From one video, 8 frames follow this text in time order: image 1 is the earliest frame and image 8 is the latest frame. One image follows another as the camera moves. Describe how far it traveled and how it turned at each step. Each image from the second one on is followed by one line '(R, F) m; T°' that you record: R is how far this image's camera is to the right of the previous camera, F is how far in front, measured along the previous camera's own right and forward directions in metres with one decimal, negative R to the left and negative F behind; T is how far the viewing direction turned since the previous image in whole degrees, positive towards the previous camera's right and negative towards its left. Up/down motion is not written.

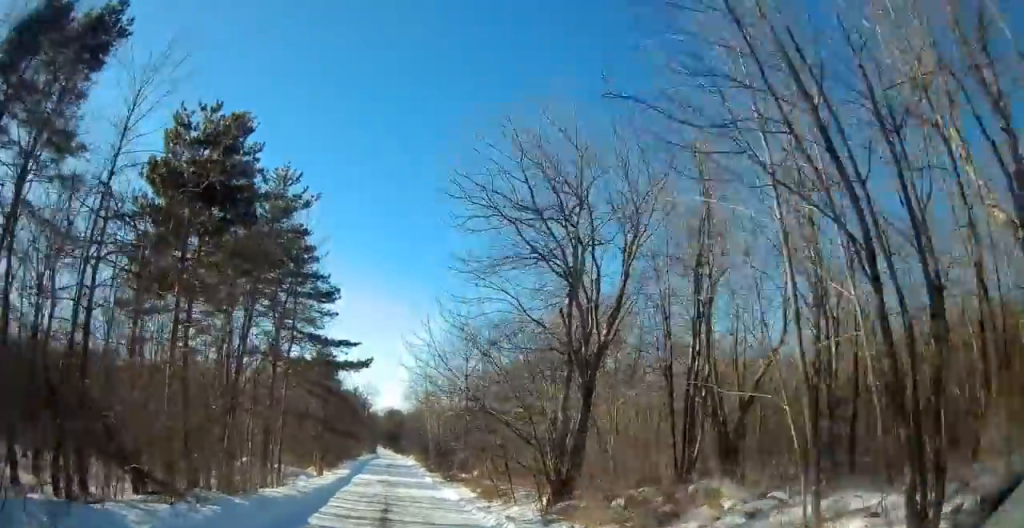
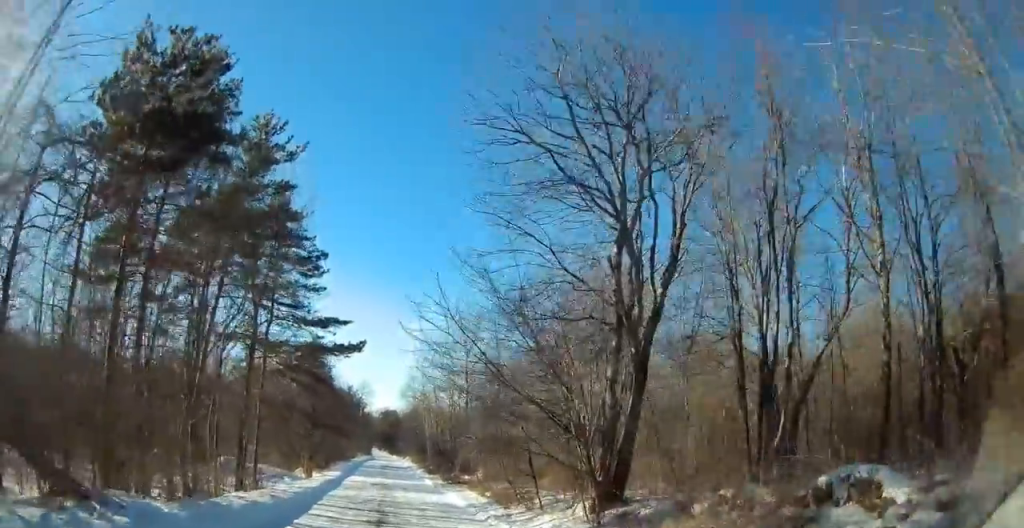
(0.0, +4.2) m; -1°
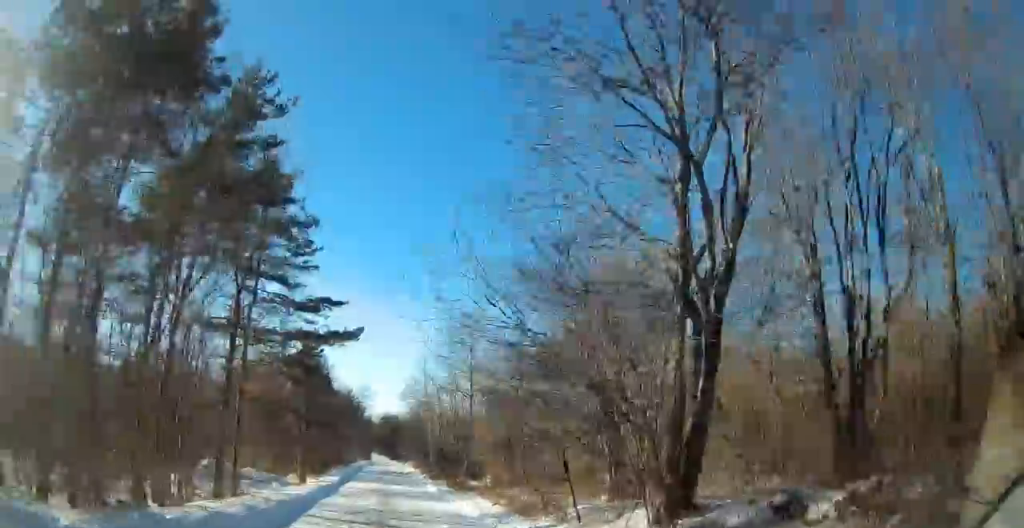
(+0.1, +3.3) m; -1°
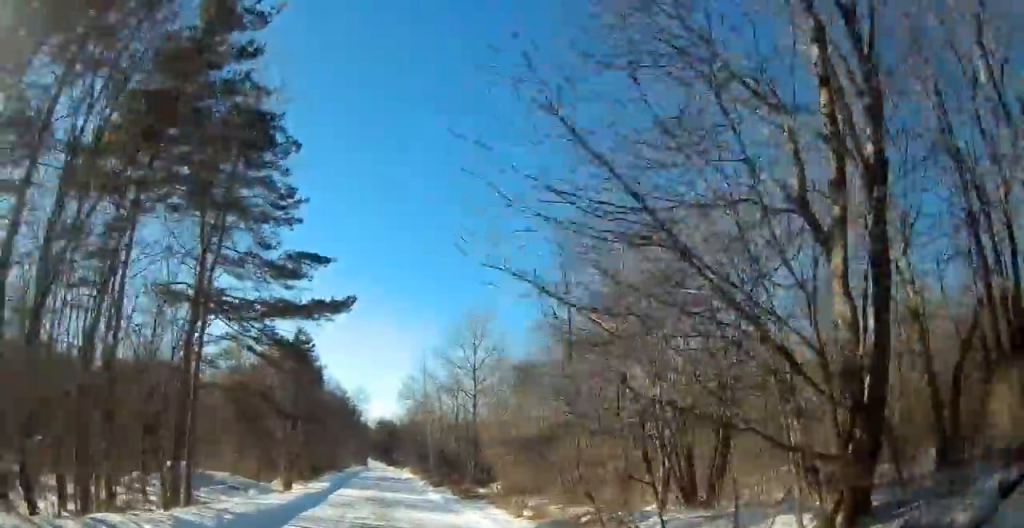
(-0.2, +5.0) m; -2°
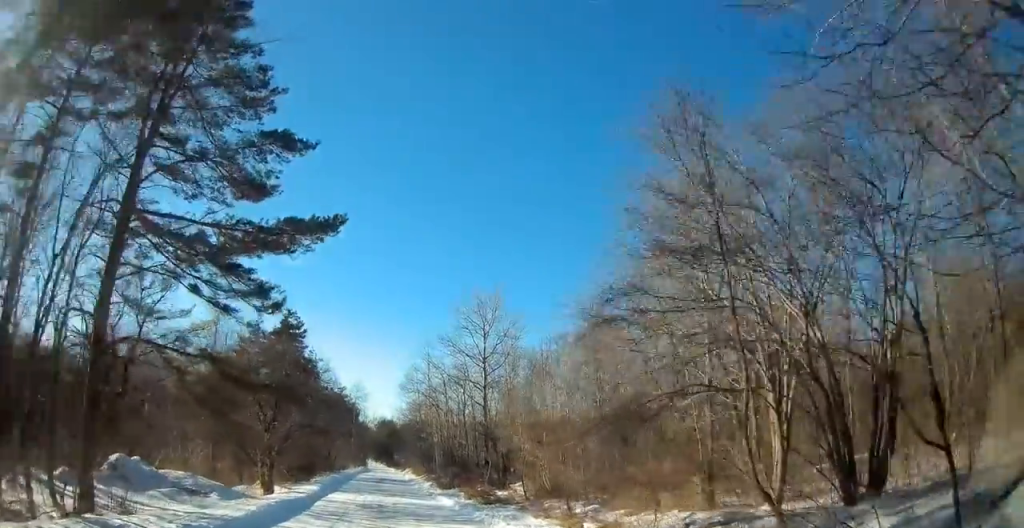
(-0.2, +6.6) m; -2°
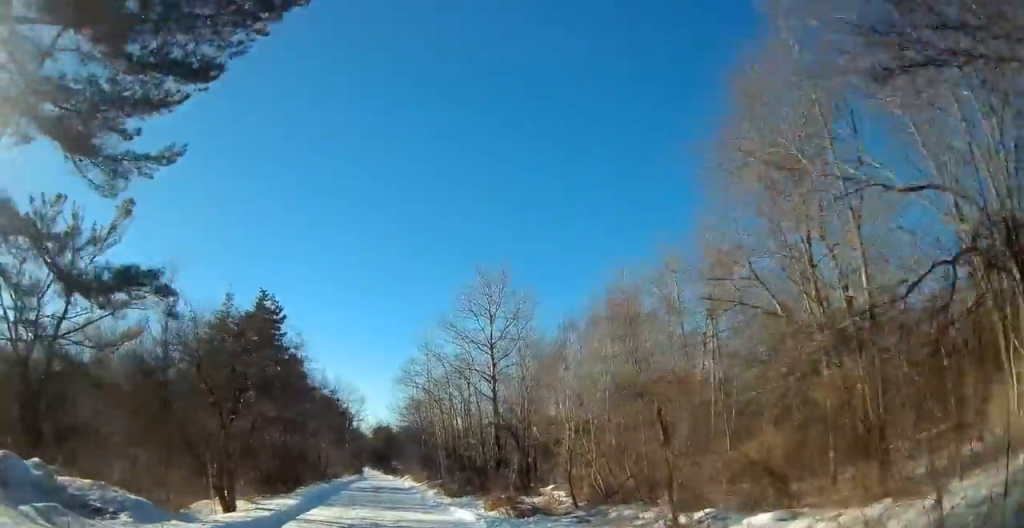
(-0.1, +8.6) m; 0°
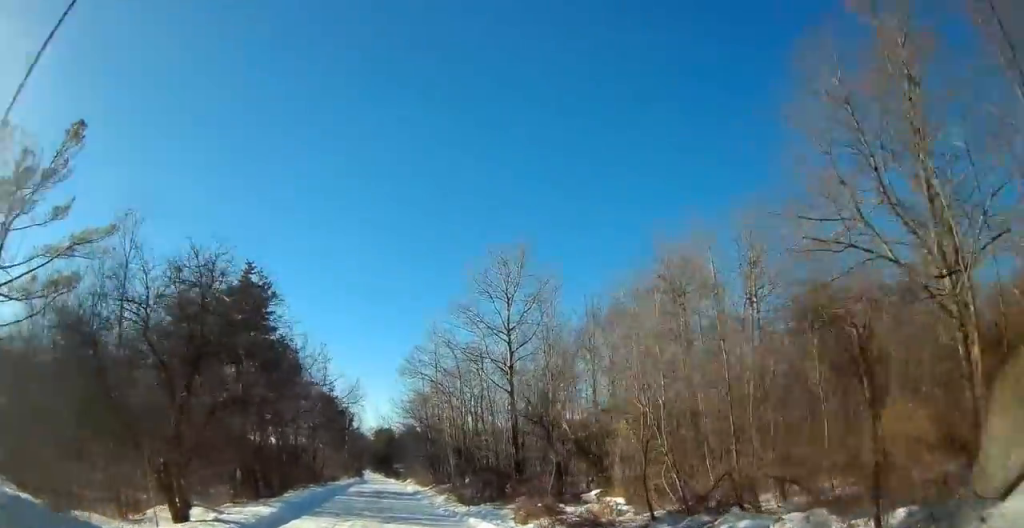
(0.0, +7.0) m; 0°
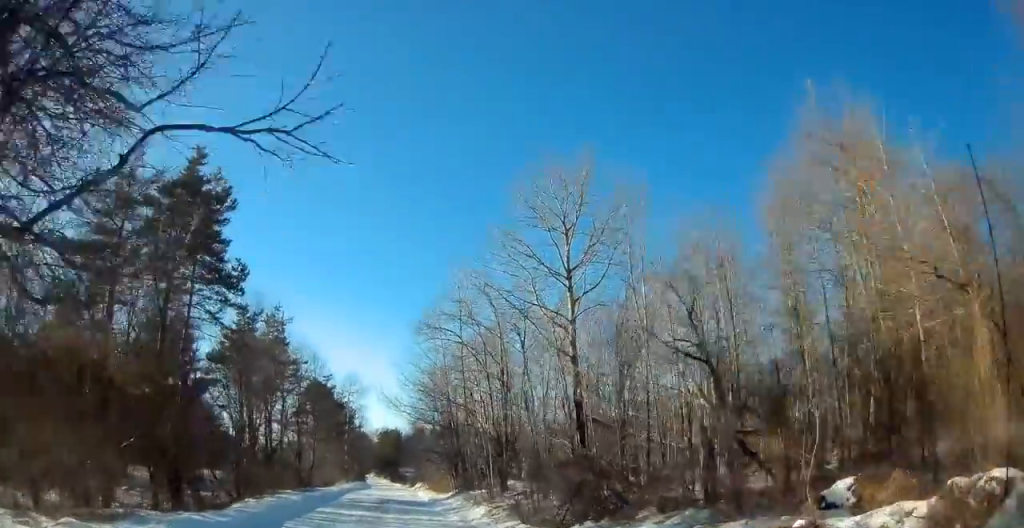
(0.0, +16.6) m; 0°
